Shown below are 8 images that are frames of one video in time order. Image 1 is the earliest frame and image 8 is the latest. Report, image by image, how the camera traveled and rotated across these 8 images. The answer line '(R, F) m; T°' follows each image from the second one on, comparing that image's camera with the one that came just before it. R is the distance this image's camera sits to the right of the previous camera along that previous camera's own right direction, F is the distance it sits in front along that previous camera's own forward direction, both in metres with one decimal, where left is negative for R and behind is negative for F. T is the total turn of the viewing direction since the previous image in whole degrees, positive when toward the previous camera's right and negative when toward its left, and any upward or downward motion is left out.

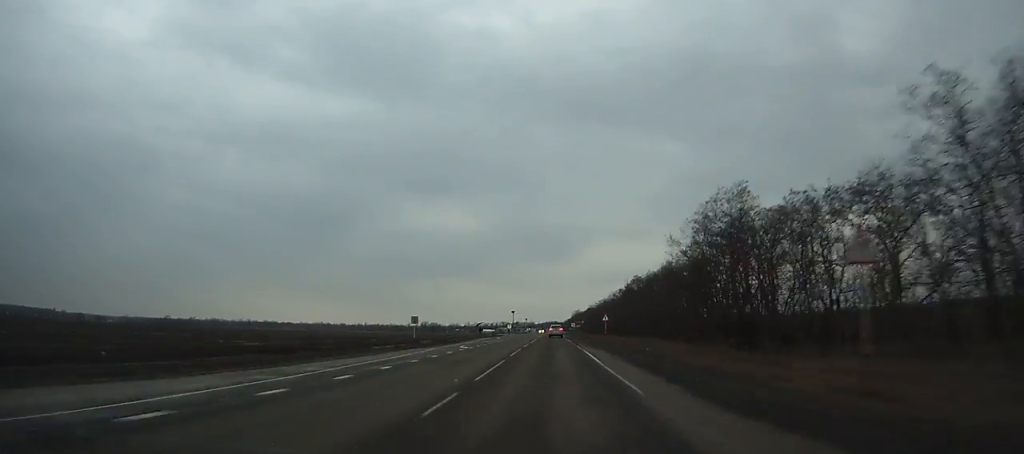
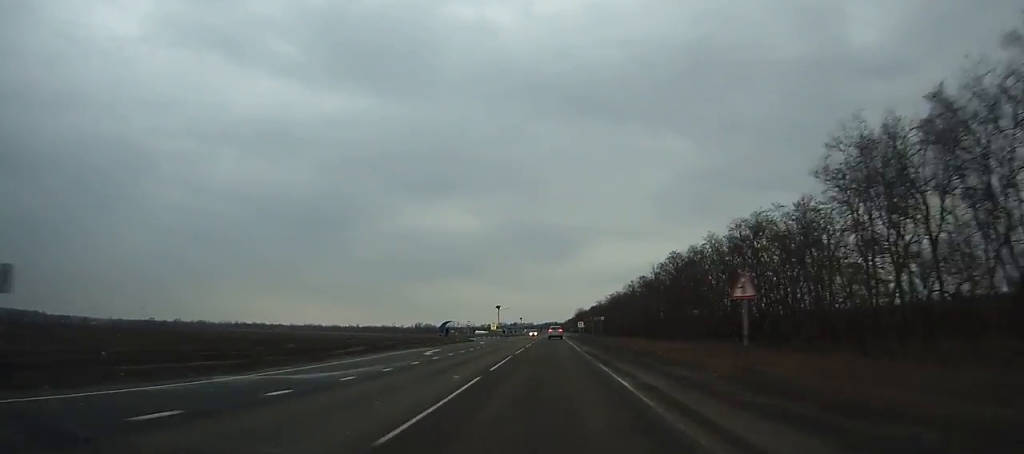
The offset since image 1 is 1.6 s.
(-0.2, +42.4) m; 0°
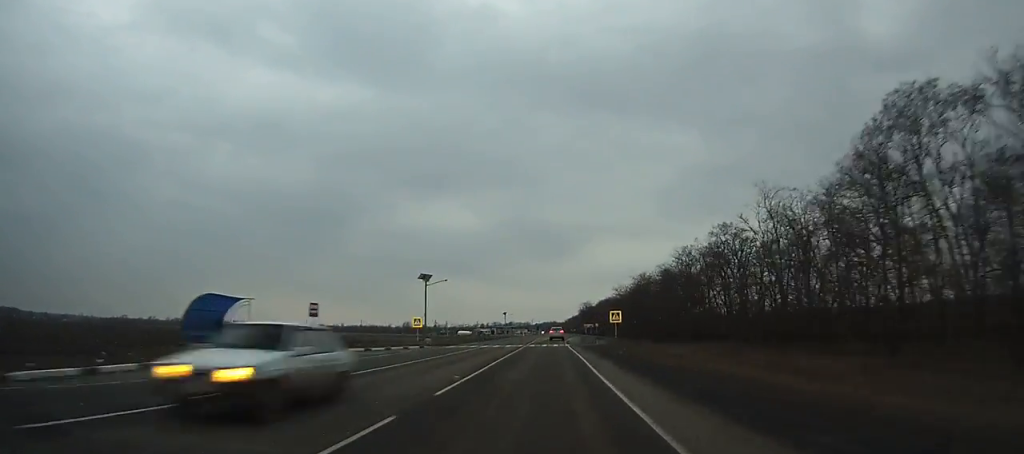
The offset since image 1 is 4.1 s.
(0.0, +64.9) m; 0°
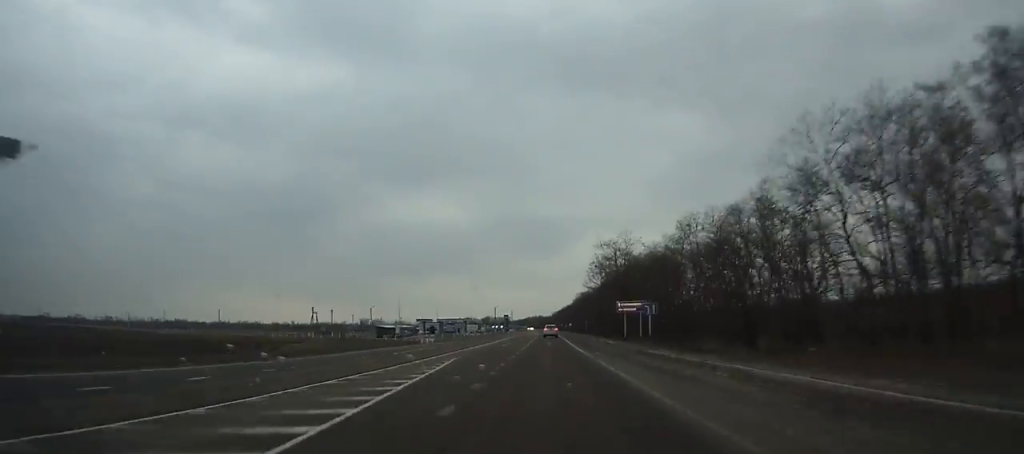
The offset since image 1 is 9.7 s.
(+1.4, +140.4) m; 0°
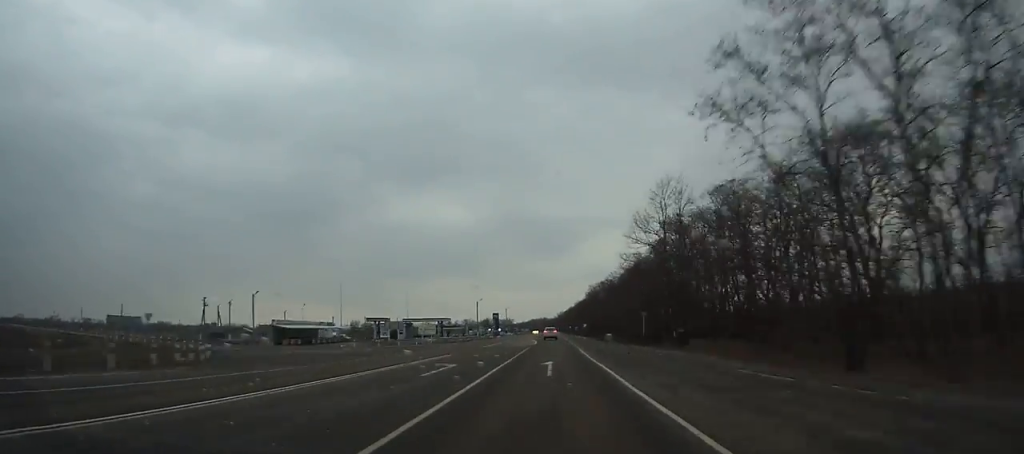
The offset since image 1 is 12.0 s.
(-0.4, +56.1) m; -1°
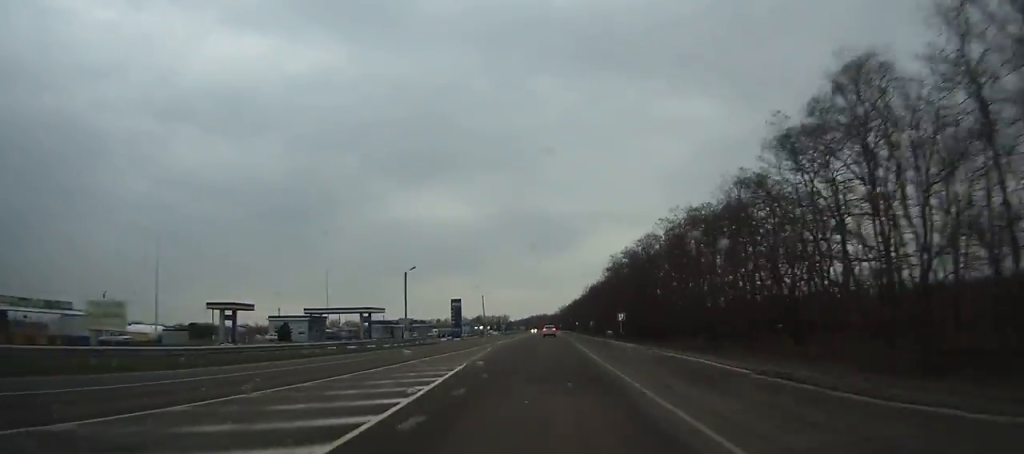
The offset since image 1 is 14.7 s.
(-0.3, +65.0) m; 0°
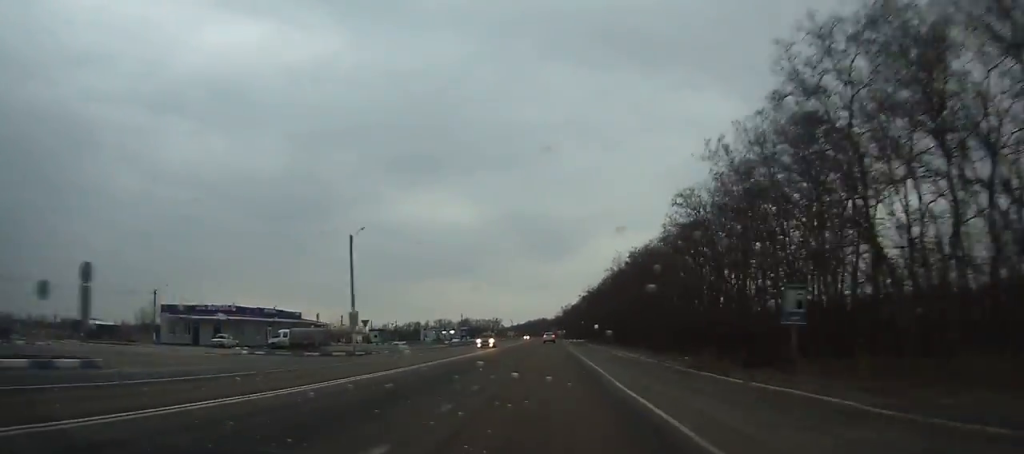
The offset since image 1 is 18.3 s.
(+0.3, +85.7) m; 0°
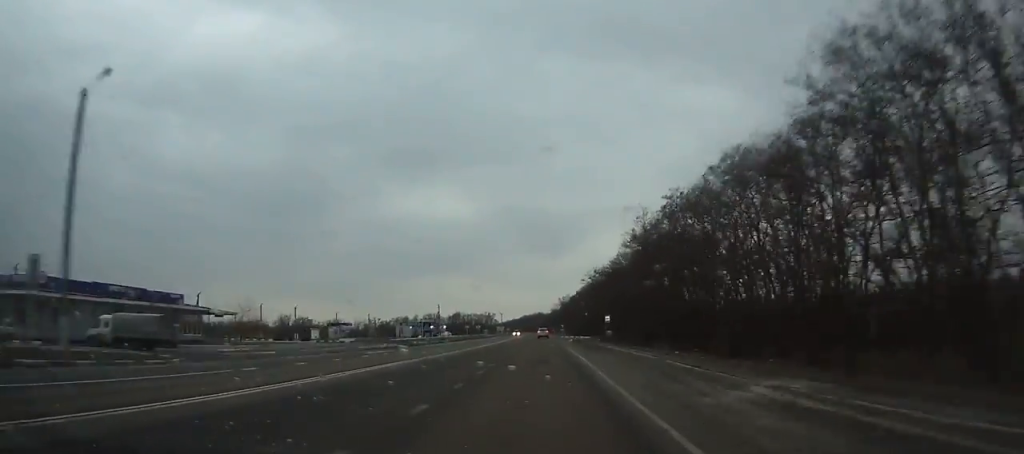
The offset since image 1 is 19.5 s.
(+0.1, +28.5) m; 0°
